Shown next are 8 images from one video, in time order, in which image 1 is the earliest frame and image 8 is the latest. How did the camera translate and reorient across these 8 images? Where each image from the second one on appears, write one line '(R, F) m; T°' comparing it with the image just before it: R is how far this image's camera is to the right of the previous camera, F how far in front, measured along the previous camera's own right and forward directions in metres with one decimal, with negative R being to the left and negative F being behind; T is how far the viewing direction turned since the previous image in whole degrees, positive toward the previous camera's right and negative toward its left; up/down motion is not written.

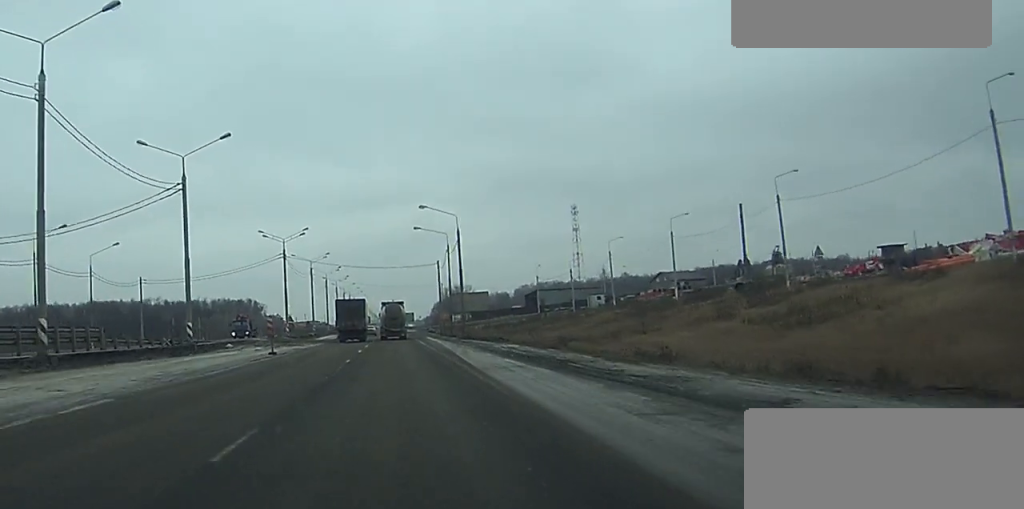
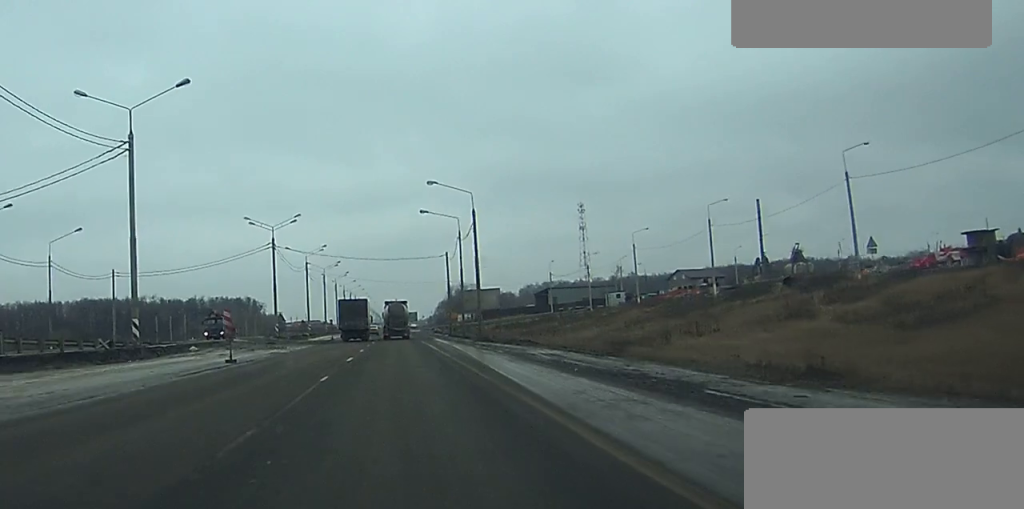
(0.0, +13.3) m; 0°
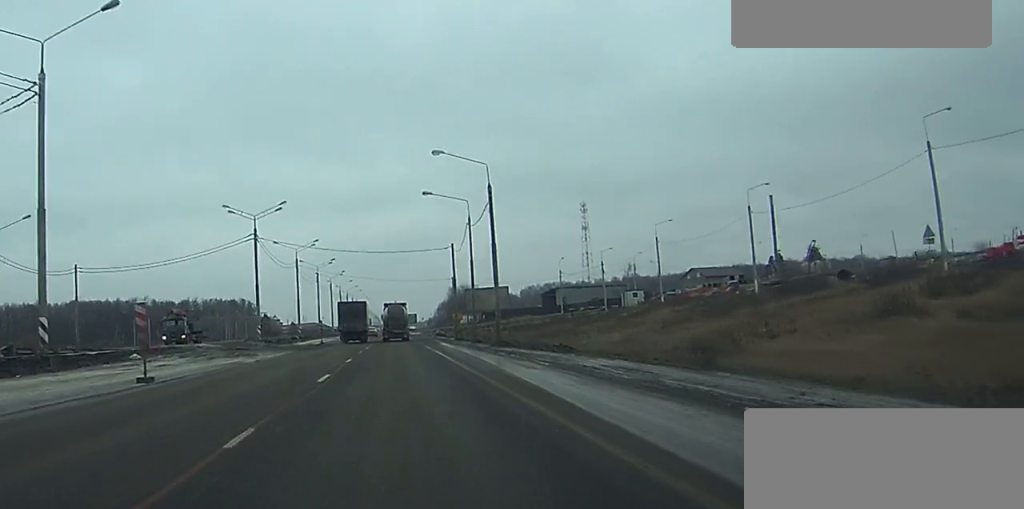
(0.0, +12.0) m; 0°
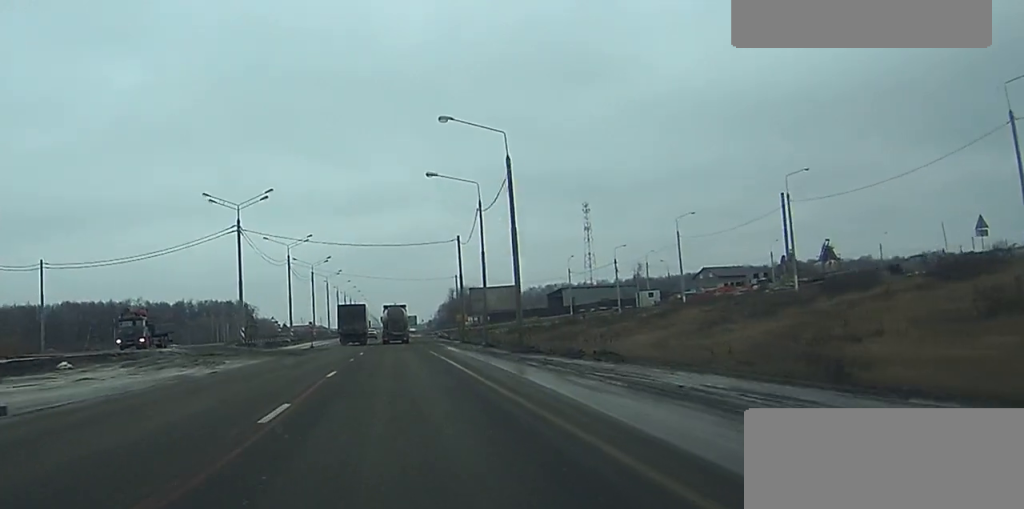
(0.0, +9.1) m; 0°
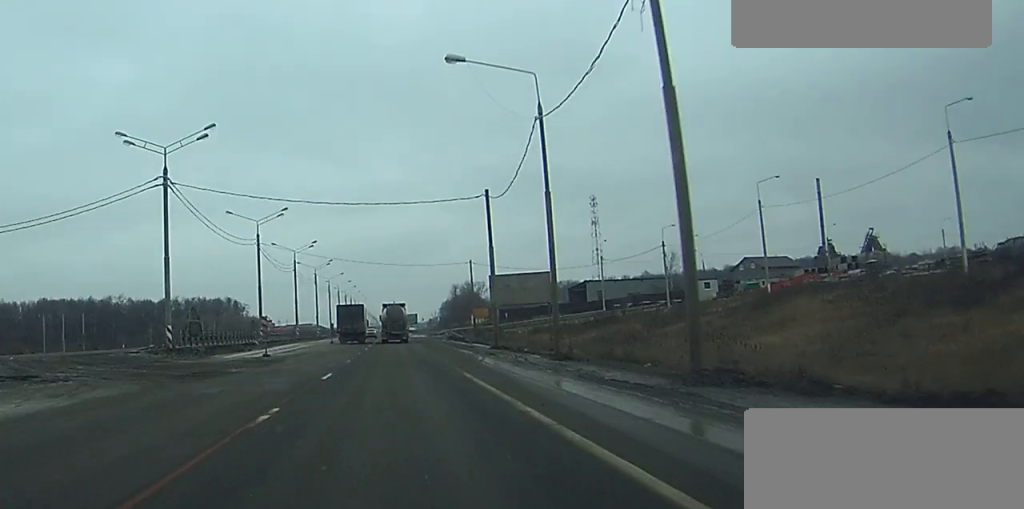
(+0.1, +24.4) m; 0°
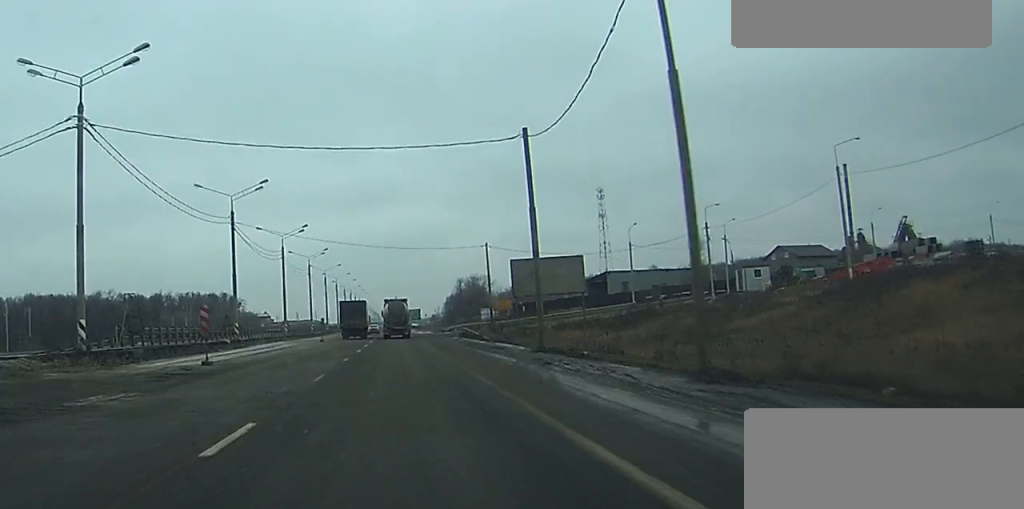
(+0.1, +14.6) m; 0°
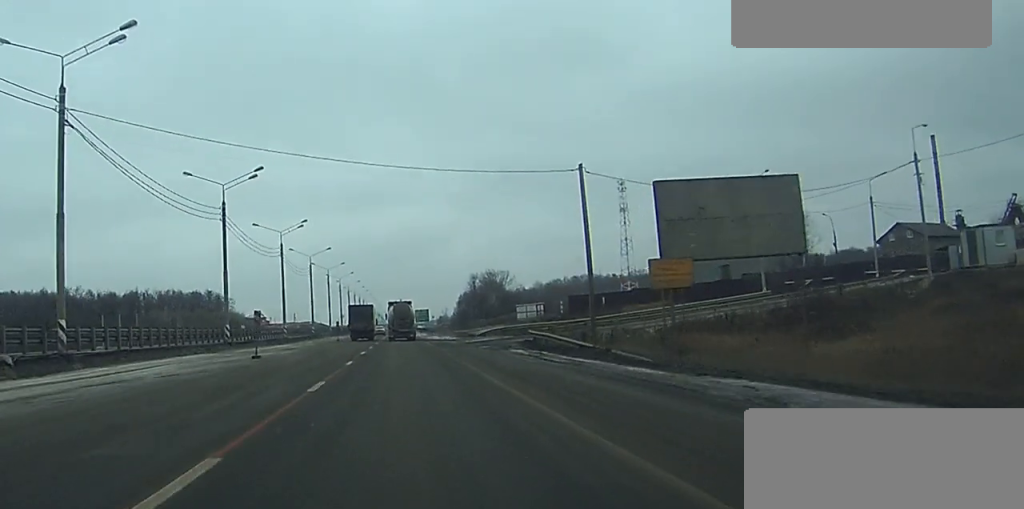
(-0.2, +38.4) m; 0°
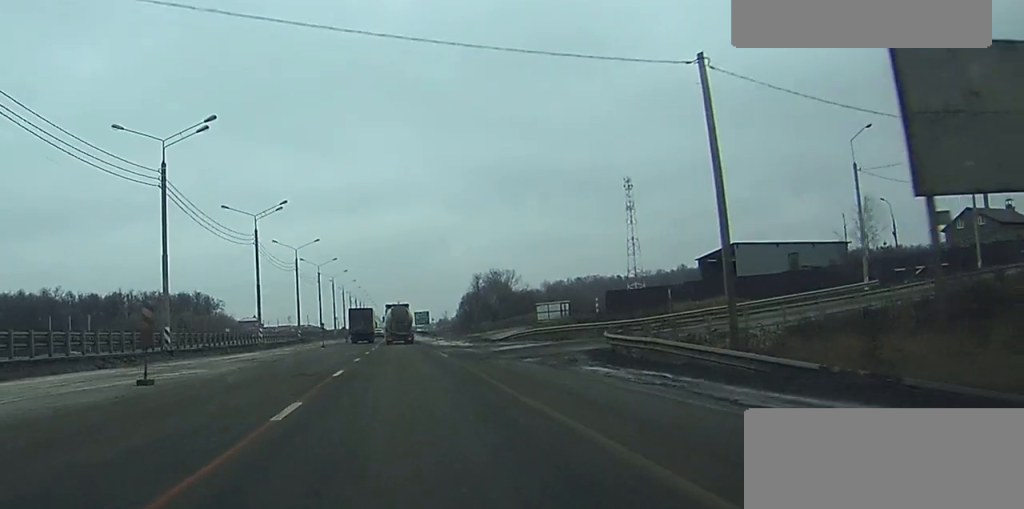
(0.0, +16.8) m; 0°
